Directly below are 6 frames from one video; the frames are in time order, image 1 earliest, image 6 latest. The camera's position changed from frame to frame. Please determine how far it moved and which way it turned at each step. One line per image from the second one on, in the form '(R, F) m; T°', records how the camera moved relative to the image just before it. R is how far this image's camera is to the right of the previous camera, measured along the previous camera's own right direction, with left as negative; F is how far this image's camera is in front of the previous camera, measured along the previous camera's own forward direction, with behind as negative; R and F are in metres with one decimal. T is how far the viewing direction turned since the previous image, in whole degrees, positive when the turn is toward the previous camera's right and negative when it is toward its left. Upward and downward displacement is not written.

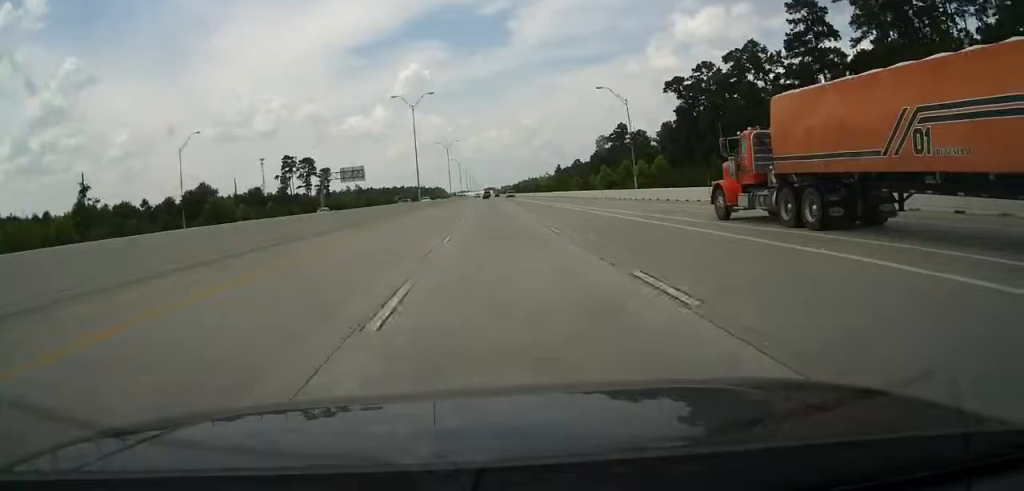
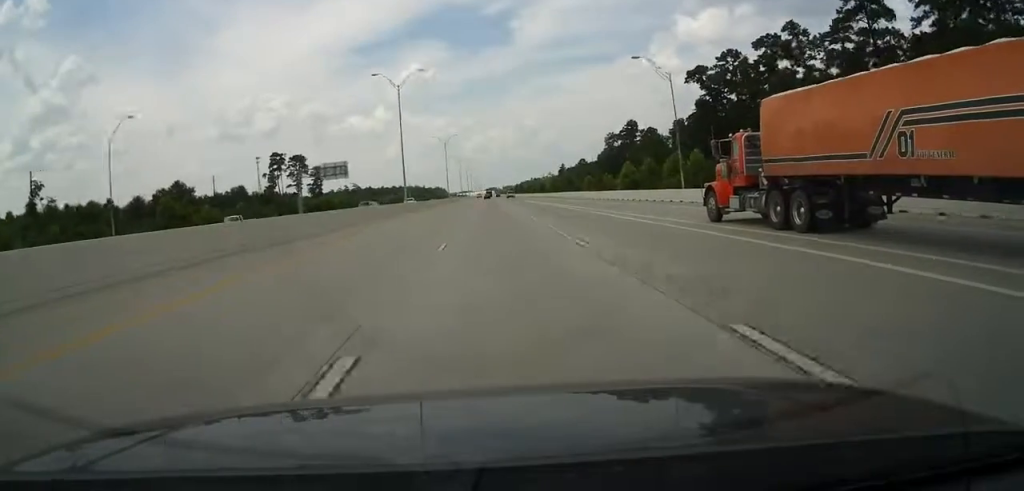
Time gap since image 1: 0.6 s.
(+0.2, +17.0) m; +1°
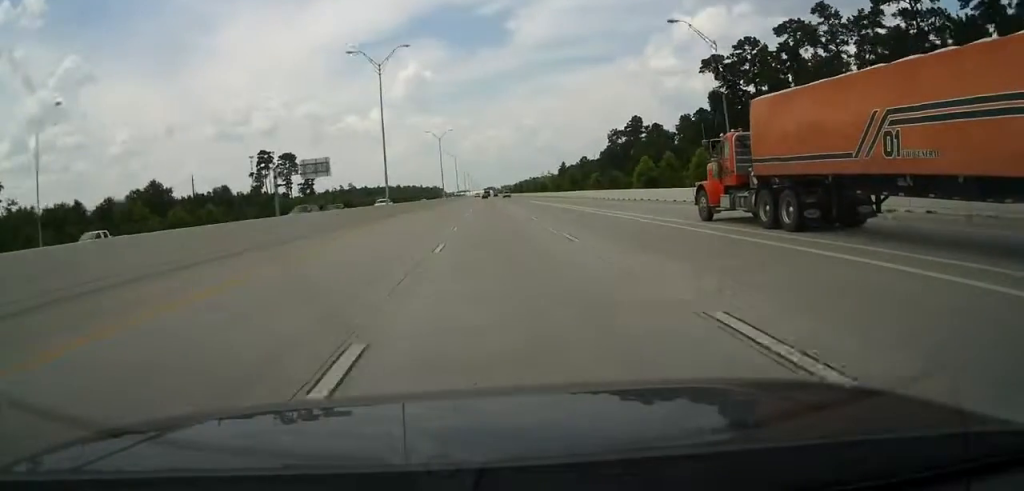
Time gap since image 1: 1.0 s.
(0.0, +12.2) m; 0°
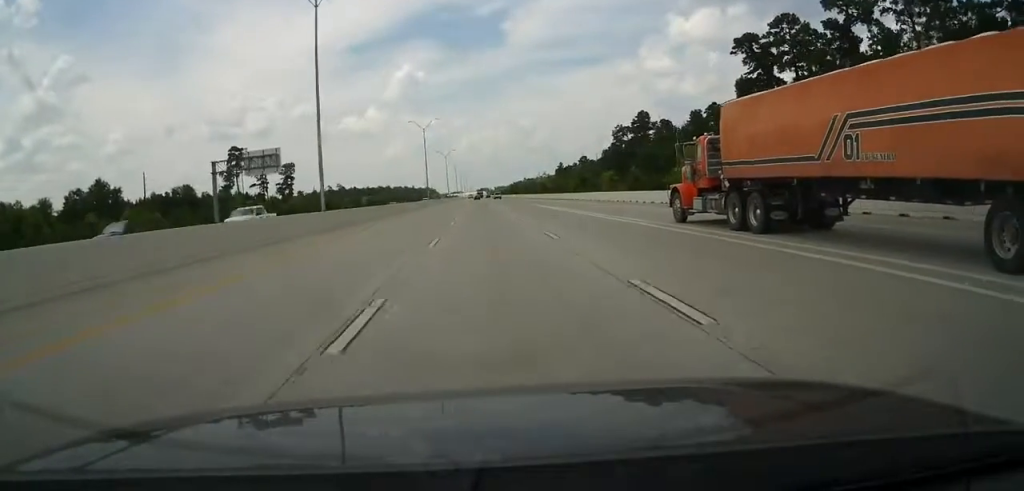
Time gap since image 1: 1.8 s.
(+0.1, +22.4) m; -1°
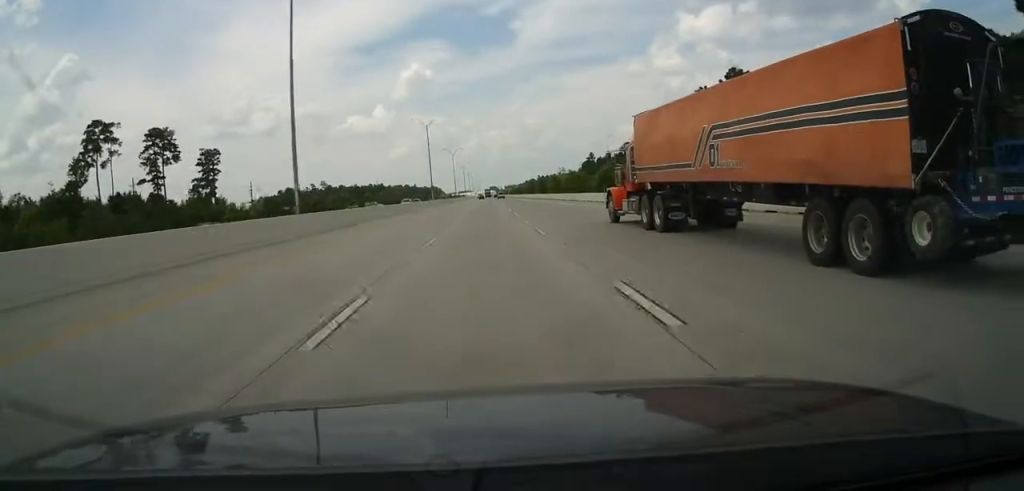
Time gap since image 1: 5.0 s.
(+0.5, +85.3) m; +1°
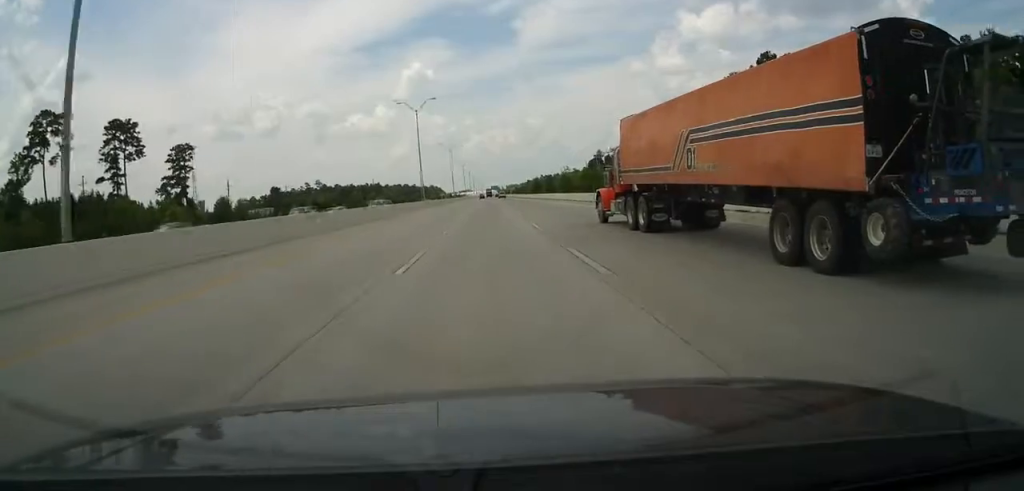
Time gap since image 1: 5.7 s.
(0.0, +18.9) m; 0°
